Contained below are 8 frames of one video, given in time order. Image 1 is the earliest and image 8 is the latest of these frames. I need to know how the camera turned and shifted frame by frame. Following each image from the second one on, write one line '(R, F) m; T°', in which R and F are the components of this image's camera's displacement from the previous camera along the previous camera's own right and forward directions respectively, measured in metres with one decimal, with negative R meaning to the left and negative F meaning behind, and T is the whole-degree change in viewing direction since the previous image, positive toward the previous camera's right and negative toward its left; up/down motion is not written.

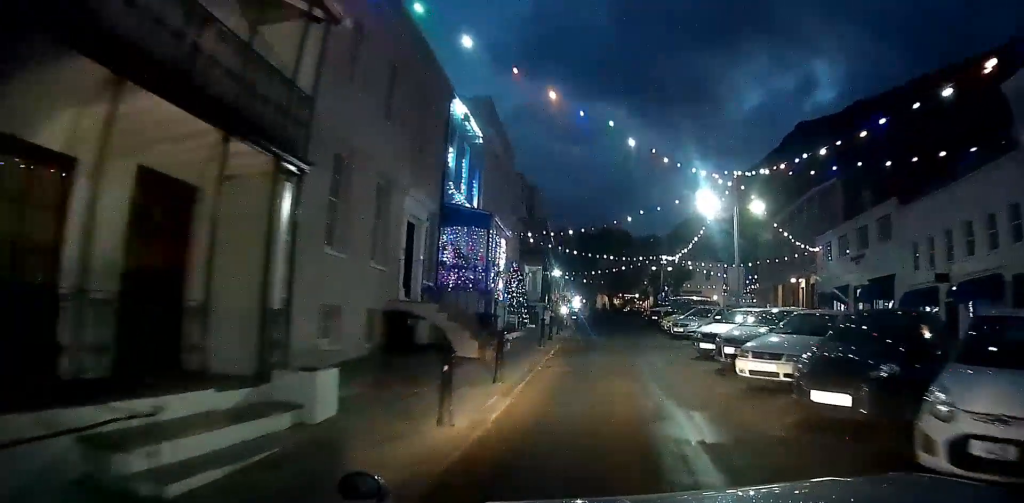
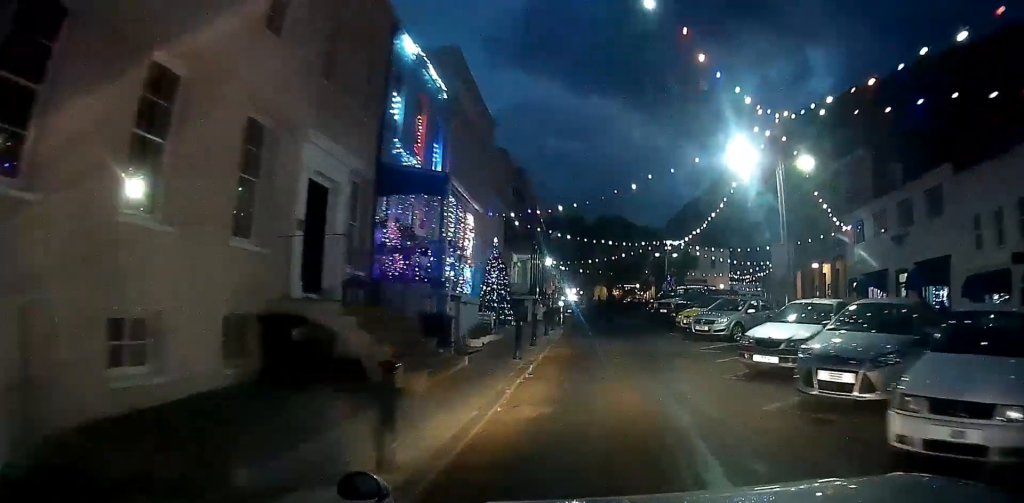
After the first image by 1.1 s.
(0.0, +5.4) m; -1°
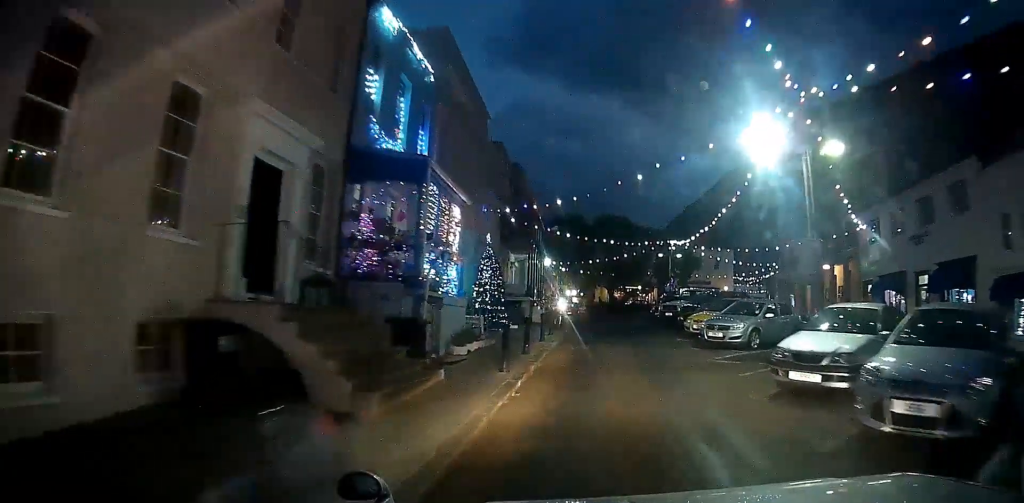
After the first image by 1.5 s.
(0.0, +1.9) m; 0°
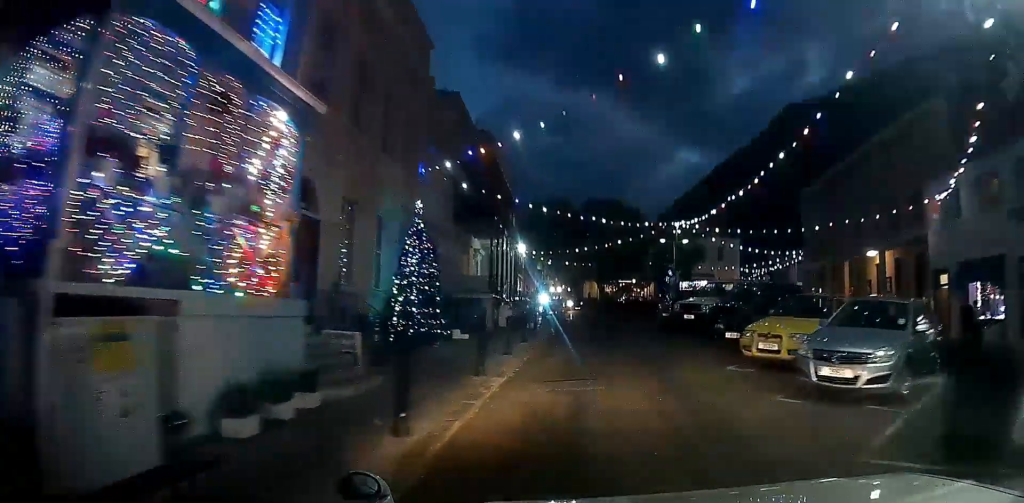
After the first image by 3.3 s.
(0.0, +8.7) m; 0°
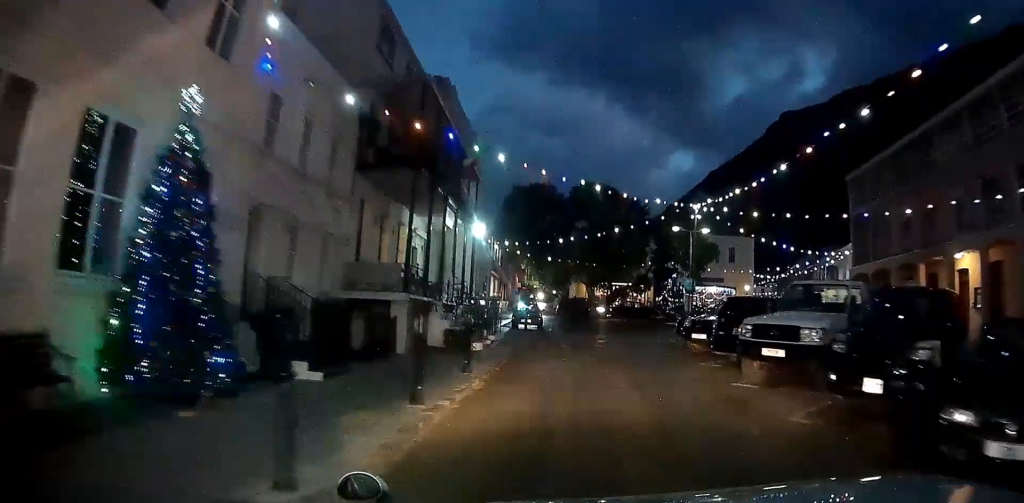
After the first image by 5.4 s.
(0.0, +10.8) m; 0°
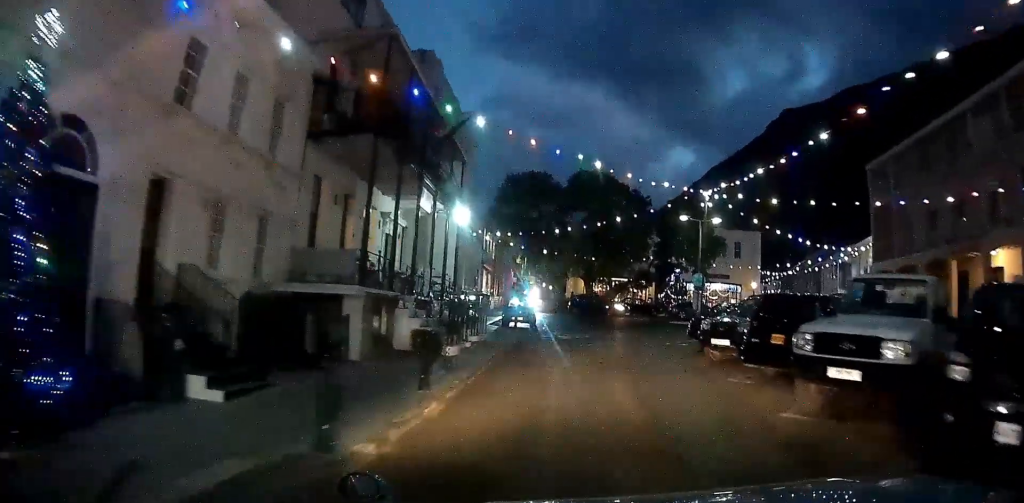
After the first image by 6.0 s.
(0.0, +3.2) m; +2°
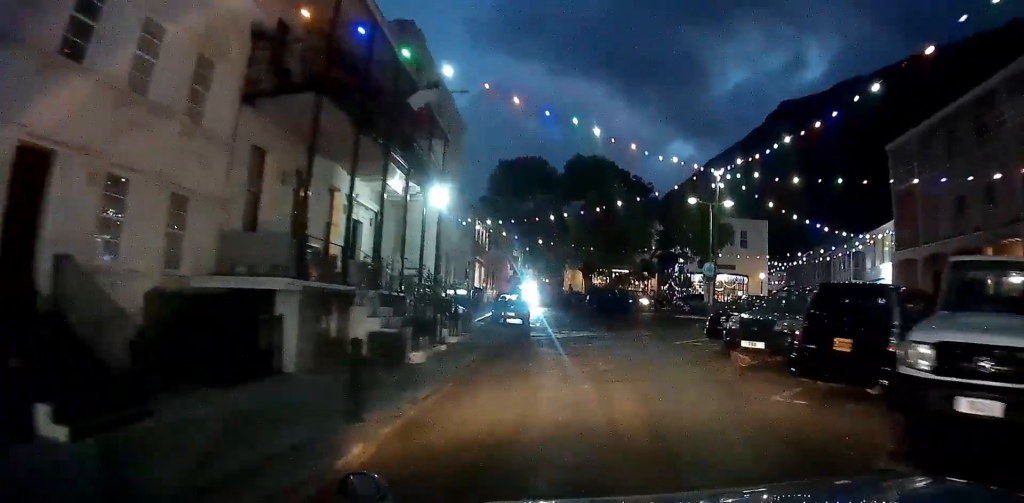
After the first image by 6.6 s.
(0.0, +3.0) m; +3°
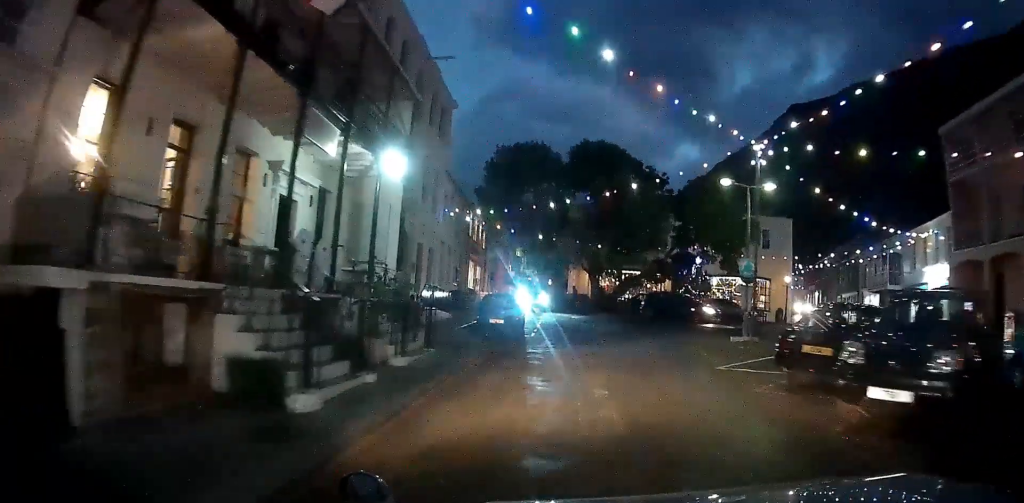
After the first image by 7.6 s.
(+0.3, +5.3) m; +2°
